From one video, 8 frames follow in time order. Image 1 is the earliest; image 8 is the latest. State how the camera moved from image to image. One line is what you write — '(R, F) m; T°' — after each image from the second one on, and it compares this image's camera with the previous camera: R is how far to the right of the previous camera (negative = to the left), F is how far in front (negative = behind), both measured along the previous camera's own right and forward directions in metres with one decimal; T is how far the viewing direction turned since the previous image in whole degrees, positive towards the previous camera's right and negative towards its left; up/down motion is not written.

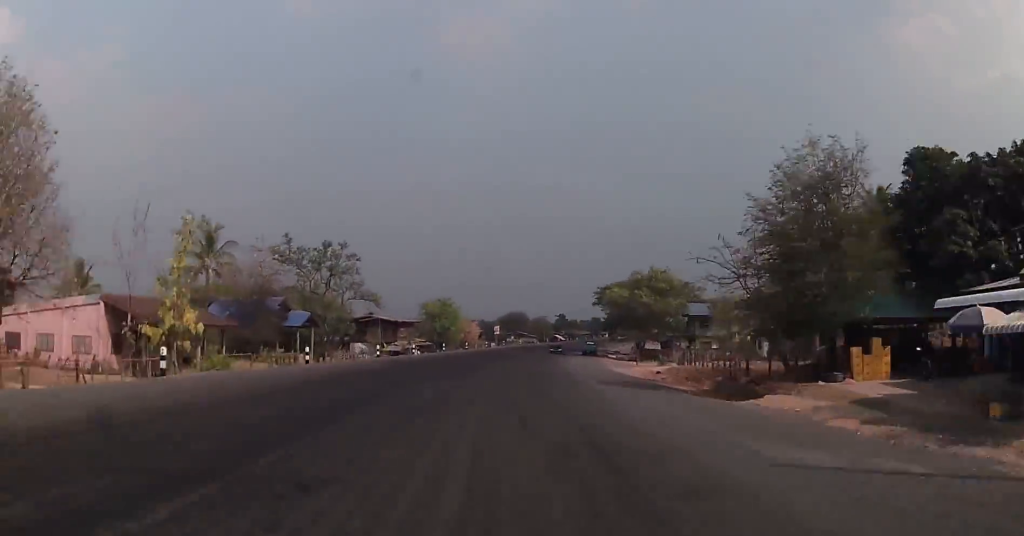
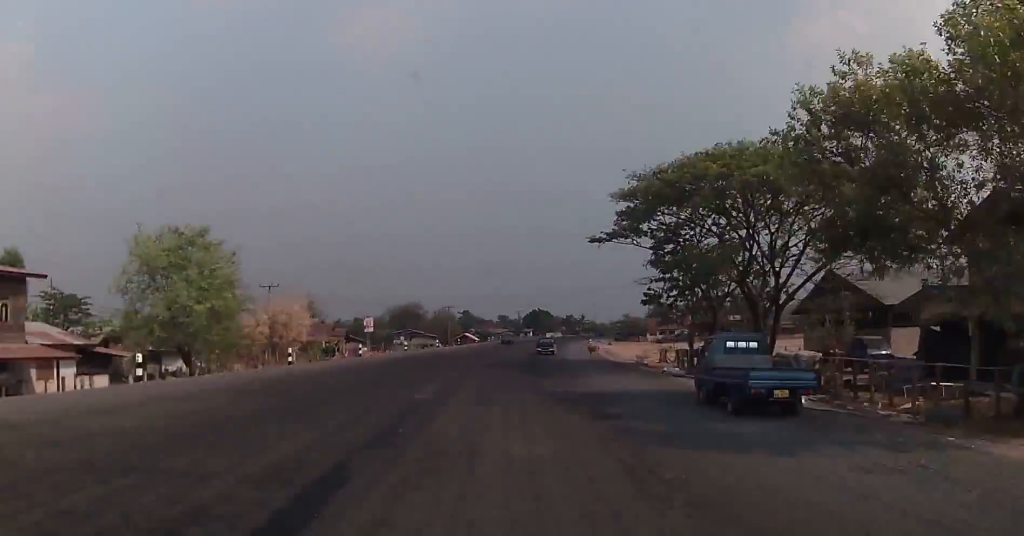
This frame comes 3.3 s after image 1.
(+5.6, +74.0) m; +8°
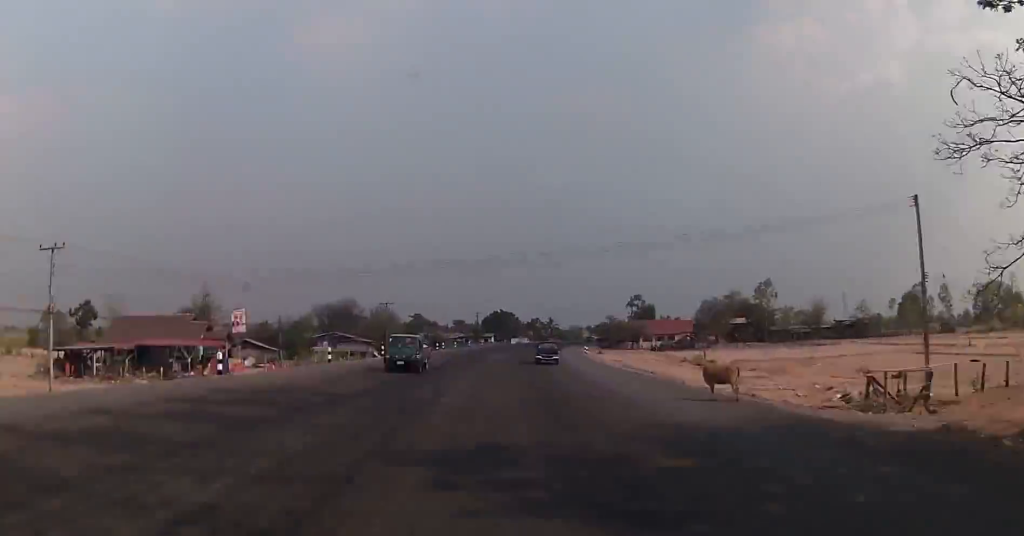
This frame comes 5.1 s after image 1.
(+0.4, +38.7) m; +4°
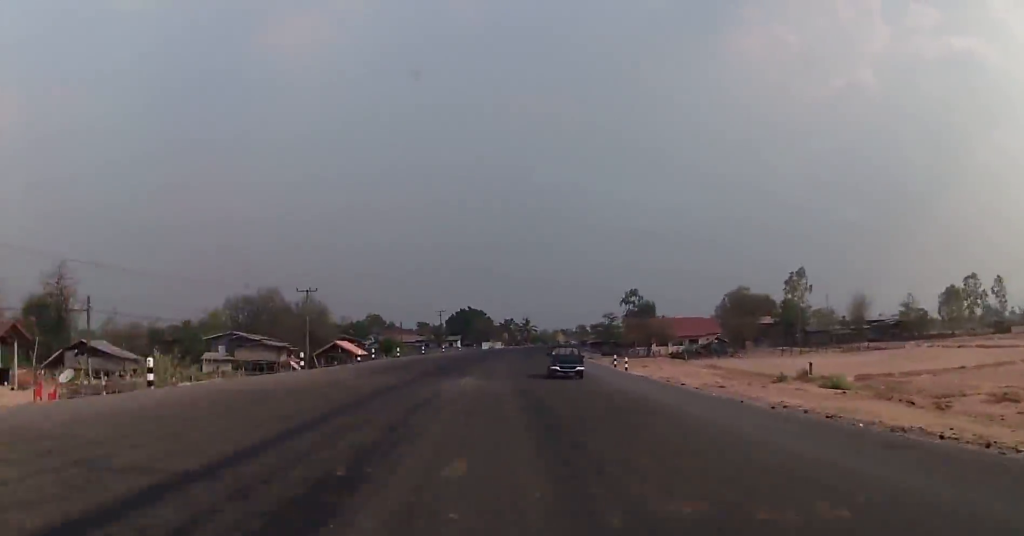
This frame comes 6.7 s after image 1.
(+1.9, +35.8) m; +3°
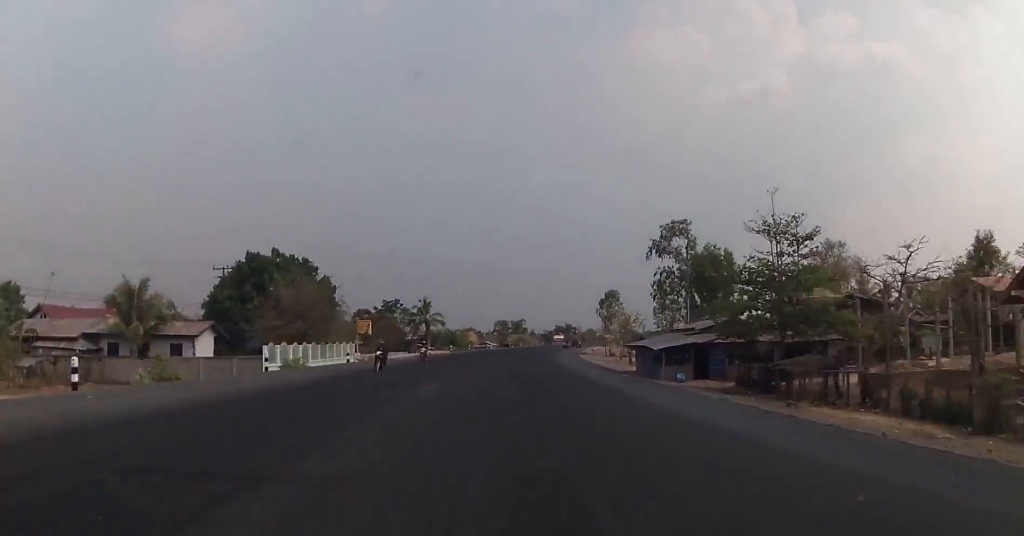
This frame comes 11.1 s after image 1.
(+7.3, +98.6) m; +9°
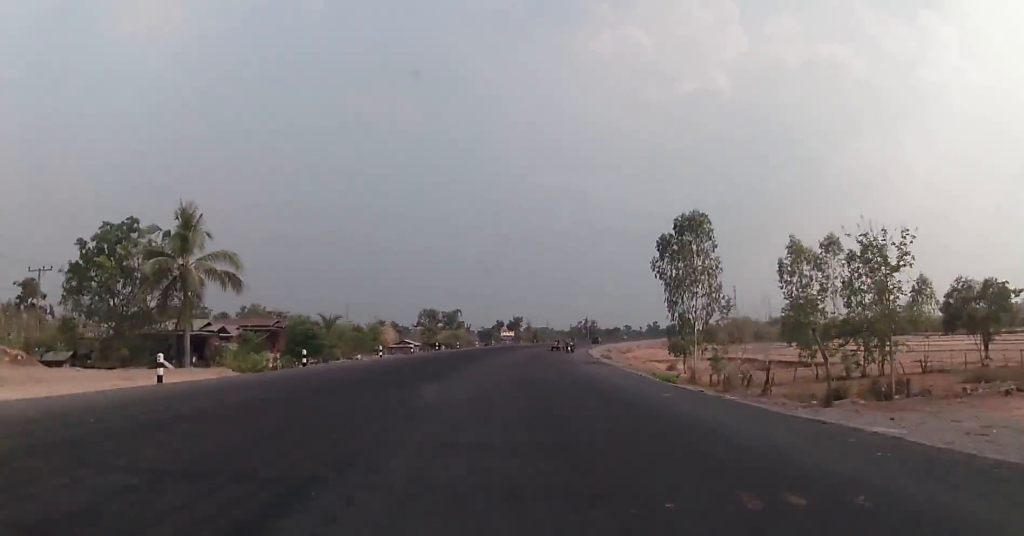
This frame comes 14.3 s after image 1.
(+3.7, +72.6) m; +7°
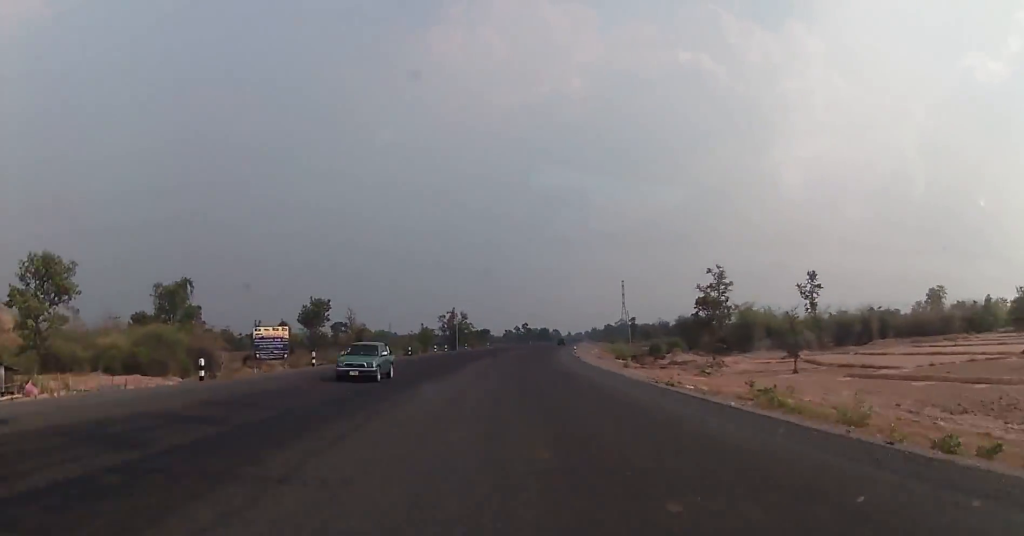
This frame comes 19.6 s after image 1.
(+12.9, +125.8) m; +11°
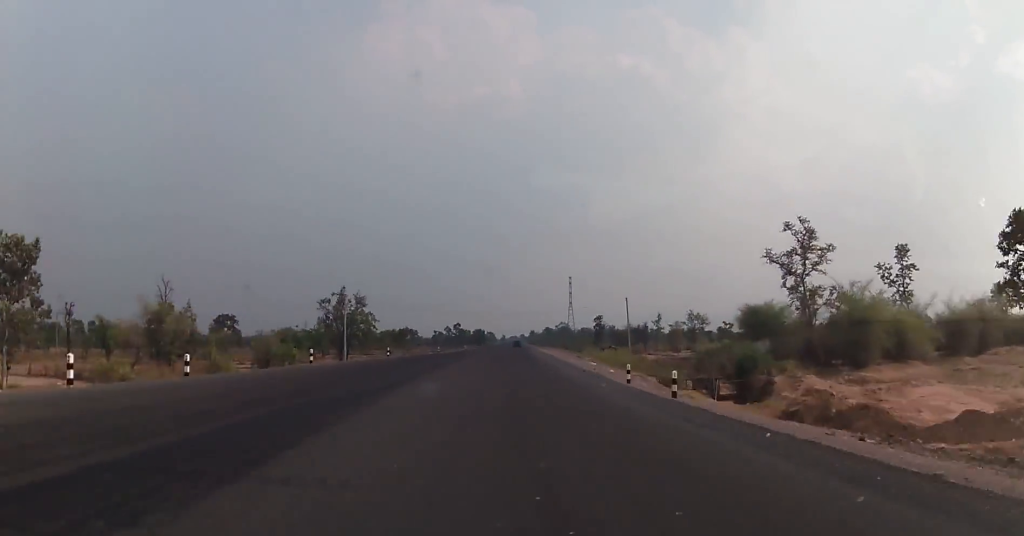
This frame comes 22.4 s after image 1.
(+2.9, +69.3) m; +4°
